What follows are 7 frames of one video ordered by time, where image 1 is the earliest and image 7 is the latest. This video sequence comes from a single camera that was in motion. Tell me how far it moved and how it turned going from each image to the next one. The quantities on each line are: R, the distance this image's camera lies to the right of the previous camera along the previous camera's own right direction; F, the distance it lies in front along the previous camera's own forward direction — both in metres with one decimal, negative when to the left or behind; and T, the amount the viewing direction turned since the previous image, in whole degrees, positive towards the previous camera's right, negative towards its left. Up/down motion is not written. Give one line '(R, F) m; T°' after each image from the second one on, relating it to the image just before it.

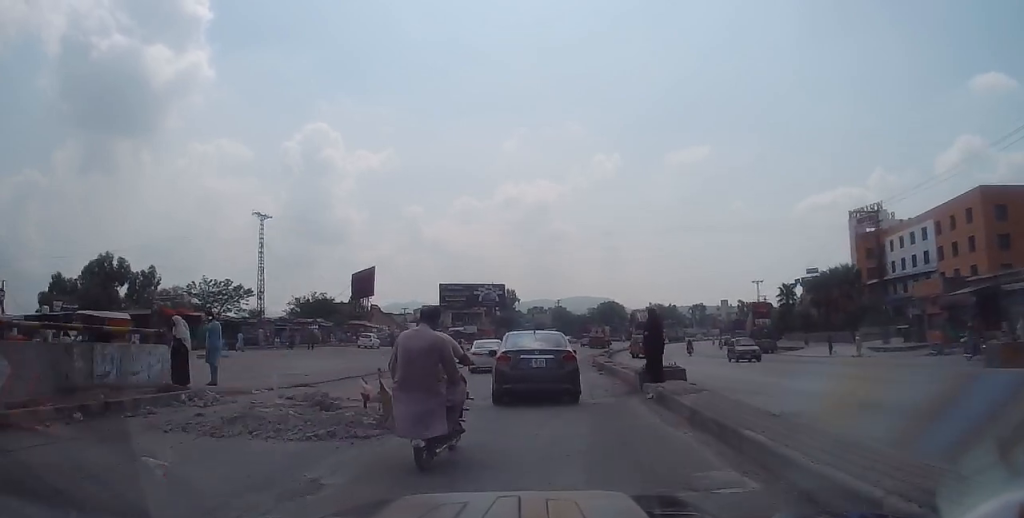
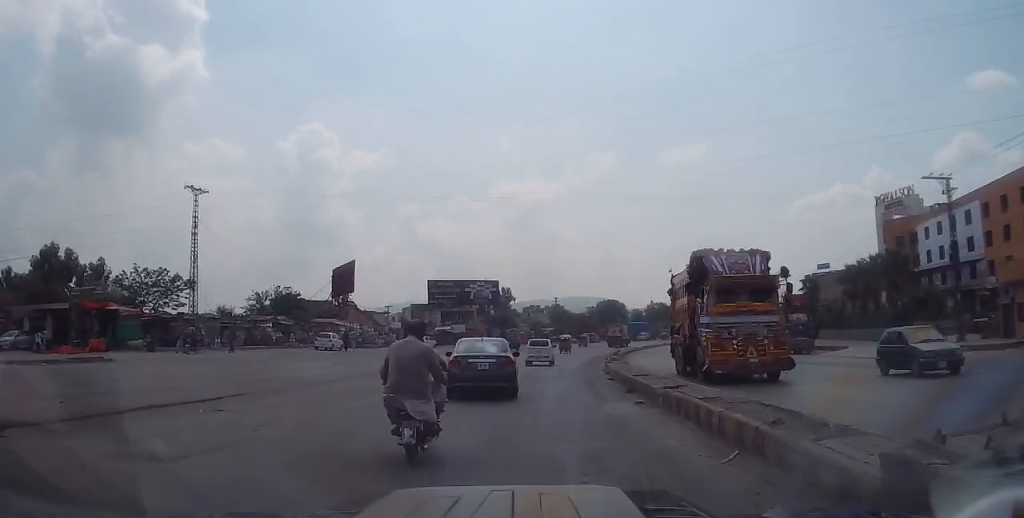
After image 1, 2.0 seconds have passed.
(-0.2, +11.5) m; -2°
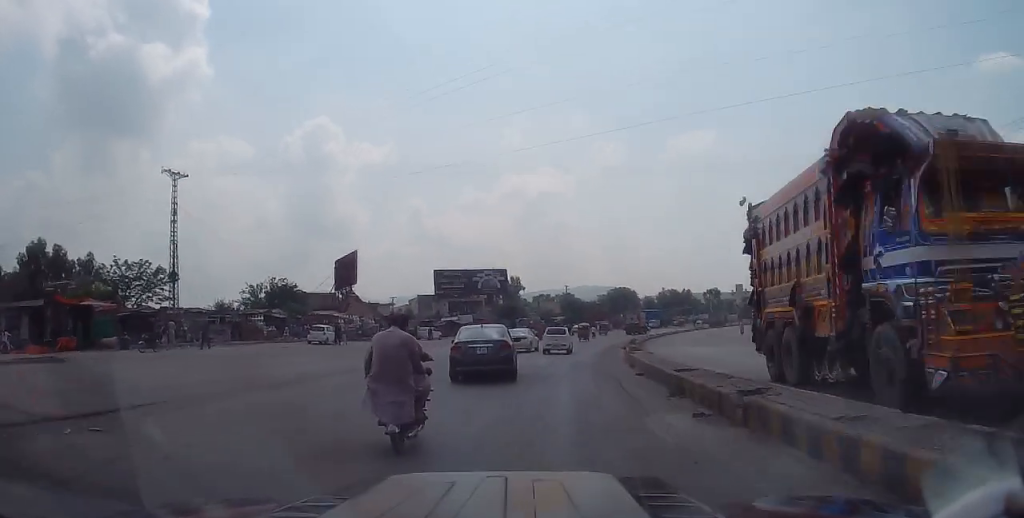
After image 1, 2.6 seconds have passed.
(+0.1, +4.2) m; 0°
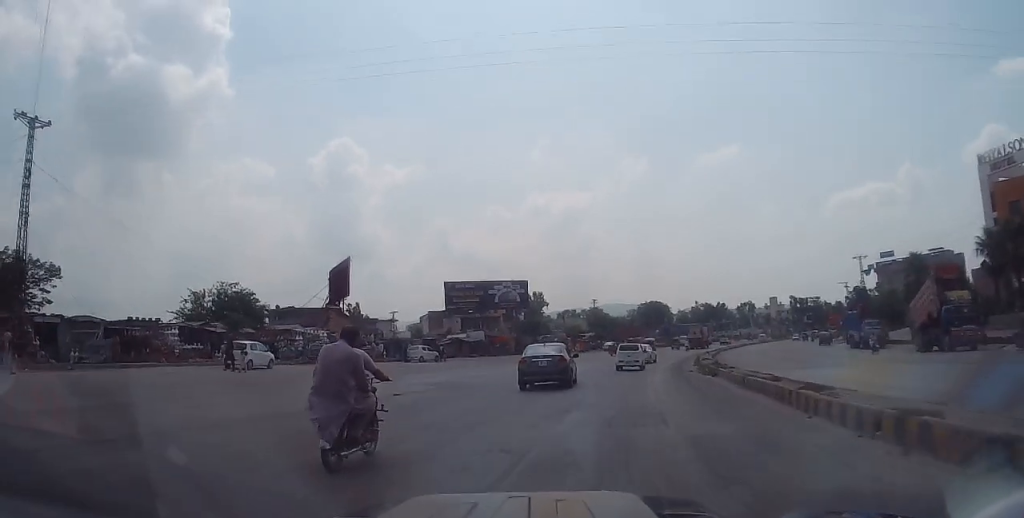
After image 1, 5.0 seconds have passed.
(+0.4, +17.9) m; +3°
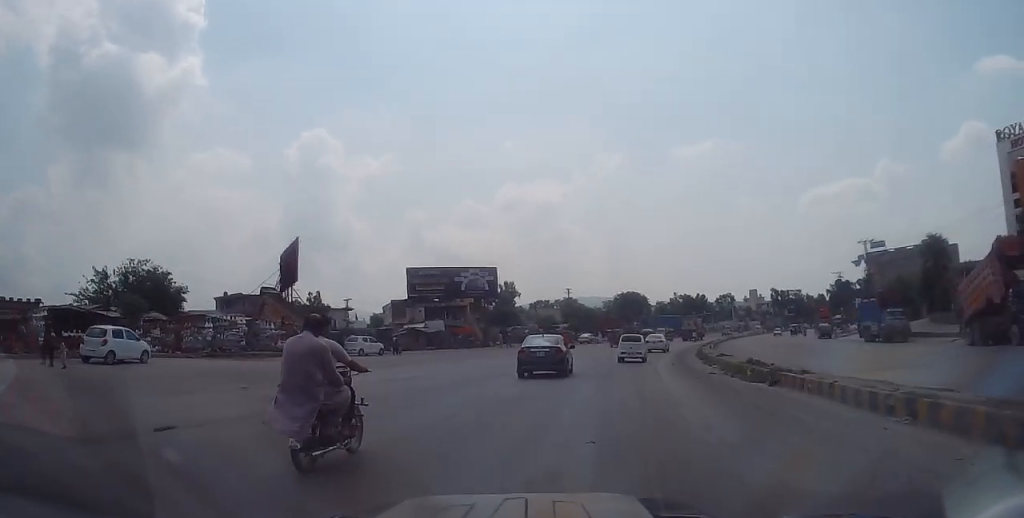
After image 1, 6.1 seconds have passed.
(-0.2, +10.0) m; +1°
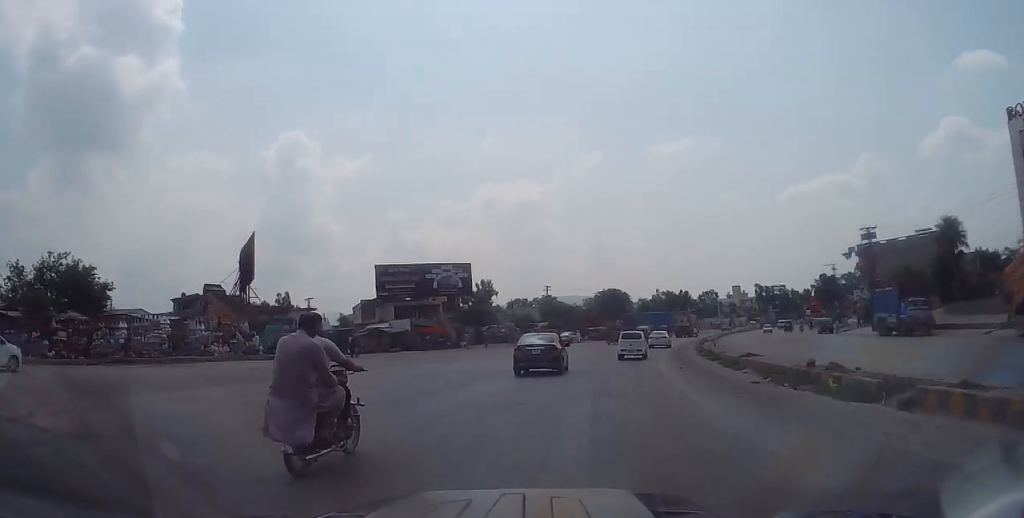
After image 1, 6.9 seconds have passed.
(+0.1, +7.1) m; +2°
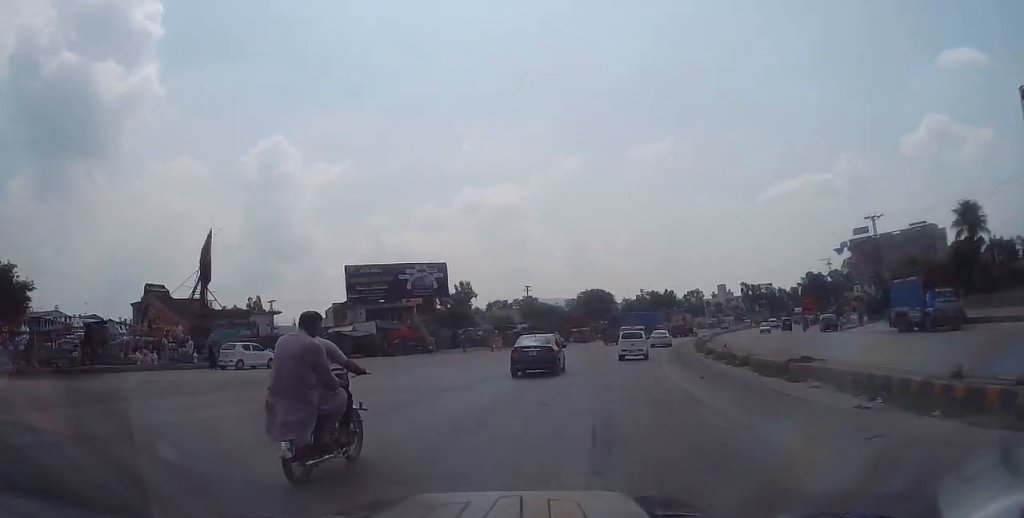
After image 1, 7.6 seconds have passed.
(+0.5, +6.3) m; +2°
